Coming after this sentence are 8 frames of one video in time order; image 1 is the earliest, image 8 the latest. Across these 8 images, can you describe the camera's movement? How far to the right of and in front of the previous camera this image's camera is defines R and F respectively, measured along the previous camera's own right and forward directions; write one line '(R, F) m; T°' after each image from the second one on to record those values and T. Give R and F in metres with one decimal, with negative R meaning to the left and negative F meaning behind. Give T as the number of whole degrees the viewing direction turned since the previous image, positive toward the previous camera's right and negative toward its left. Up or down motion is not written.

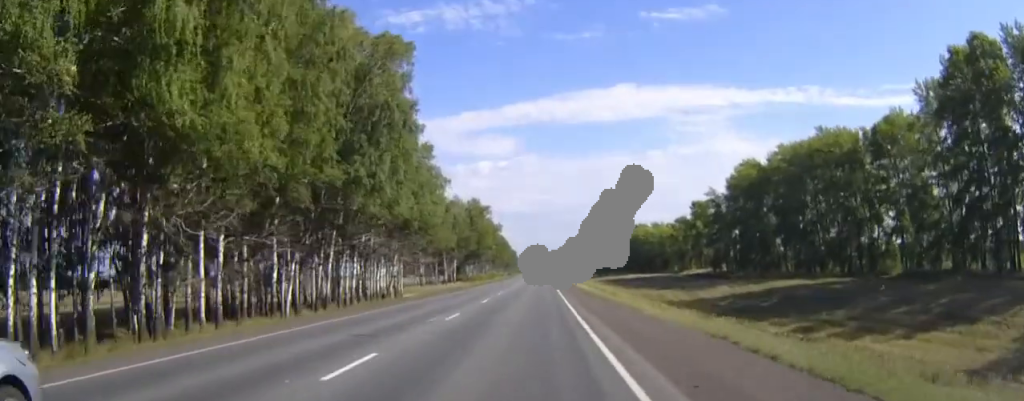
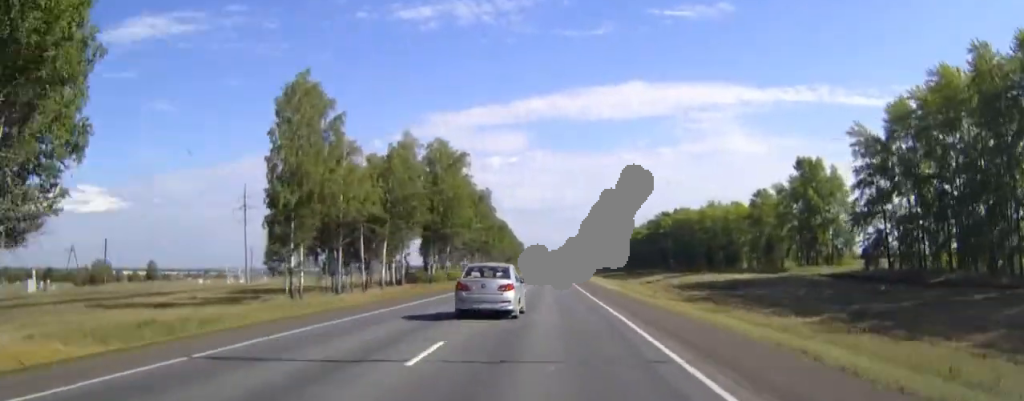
(-0.4, +82.5) m; 0°
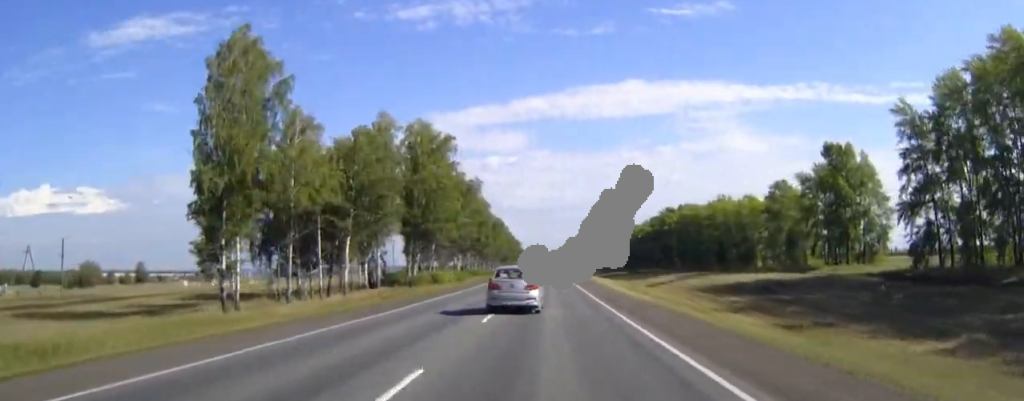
(0.0, +15.1) m; 0°
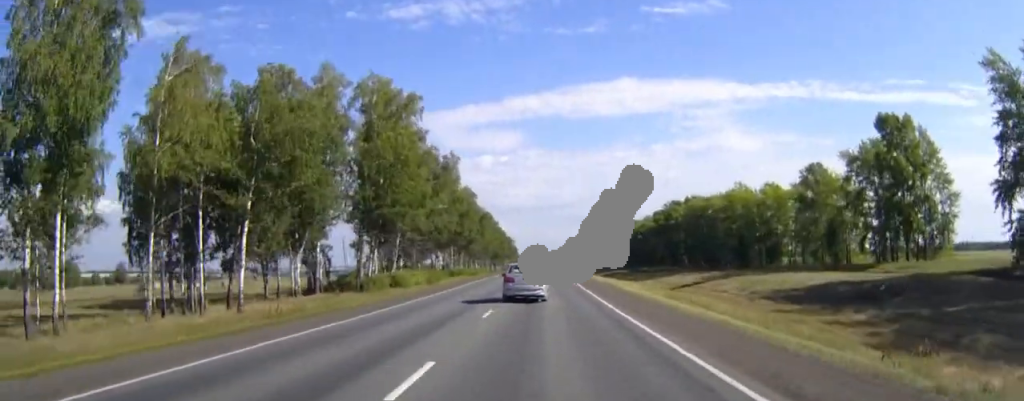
(+0.1, +23.2) m; 0°
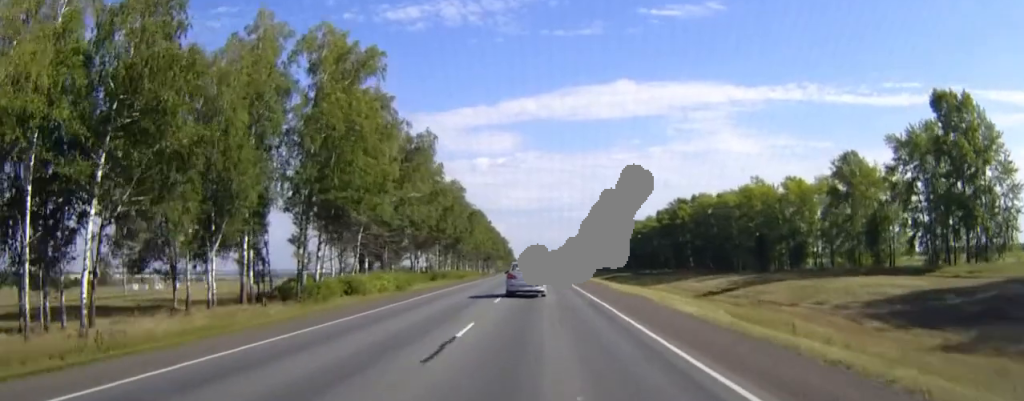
(0.0, +17.1) m; 0°
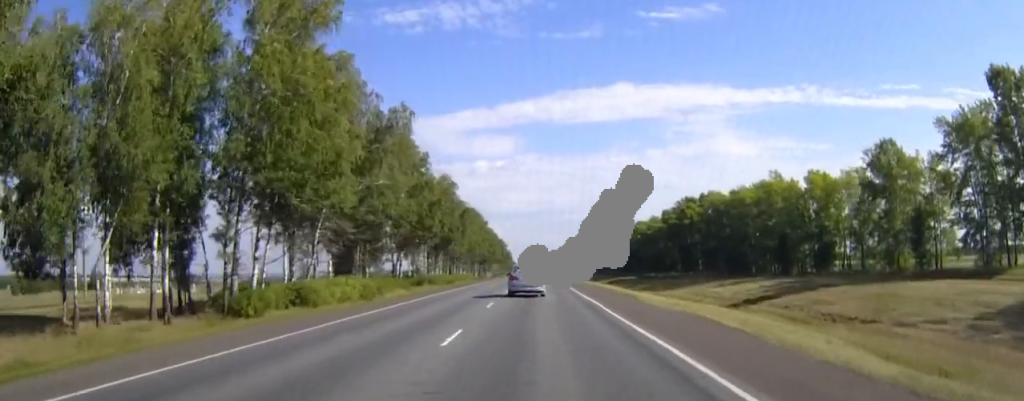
(0.0, +13.6) m; 0°
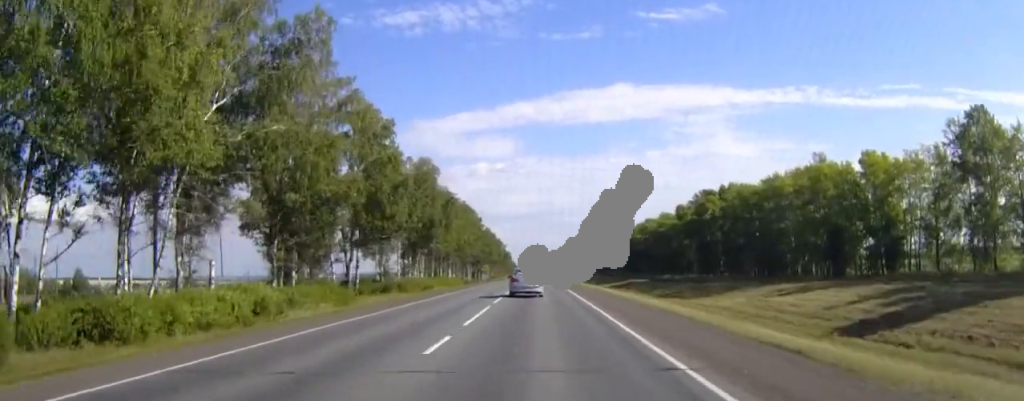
(0.0, +24.6) m; 0°
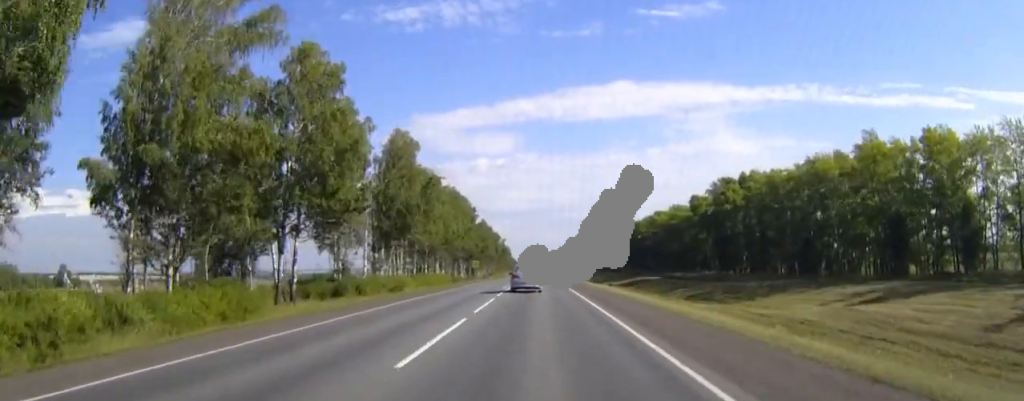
(0.0, +20.2) m; 0°
